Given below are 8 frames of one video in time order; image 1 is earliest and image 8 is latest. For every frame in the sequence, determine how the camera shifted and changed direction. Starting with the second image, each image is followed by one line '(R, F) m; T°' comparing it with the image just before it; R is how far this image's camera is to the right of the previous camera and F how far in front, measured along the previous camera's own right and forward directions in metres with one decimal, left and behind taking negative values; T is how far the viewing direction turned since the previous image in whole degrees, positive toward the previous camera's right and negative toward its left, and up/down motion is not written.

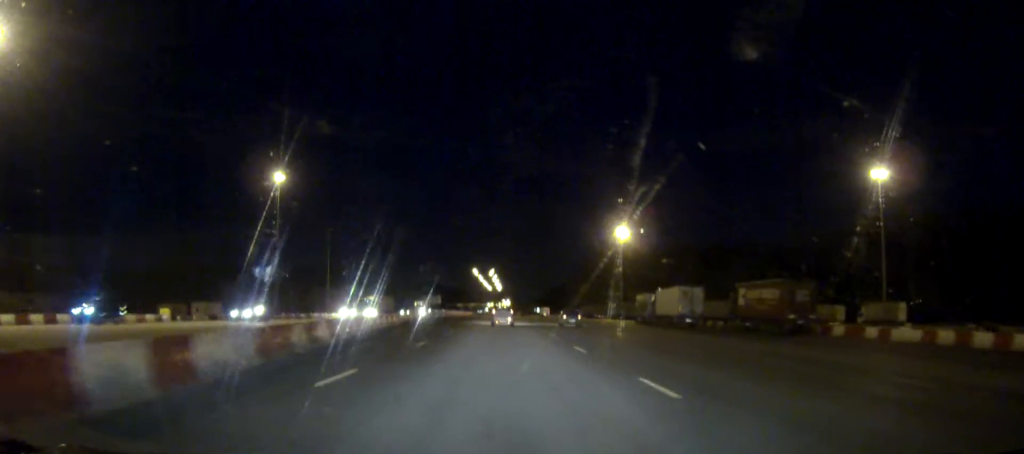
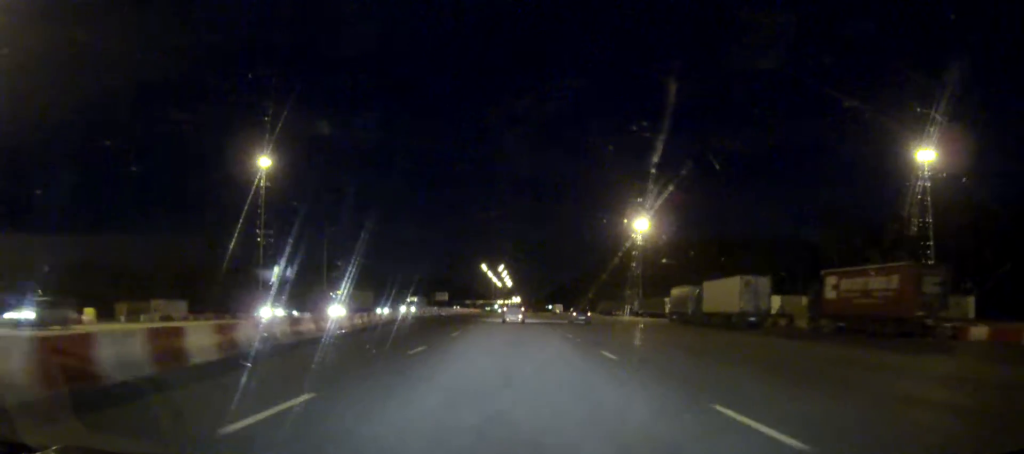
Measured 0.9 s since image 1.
(-0.1, +16.1) m; 0°
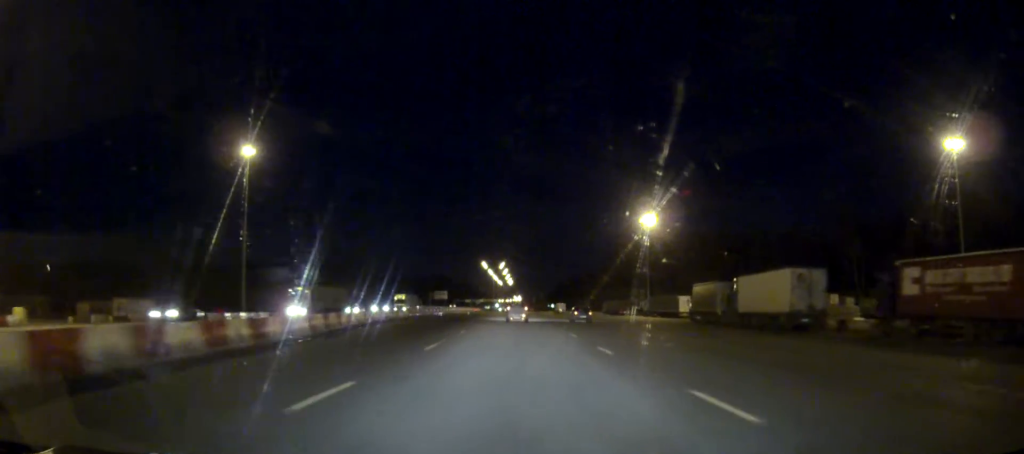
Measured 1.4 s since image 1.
(0.0, +10.3) m; 0°
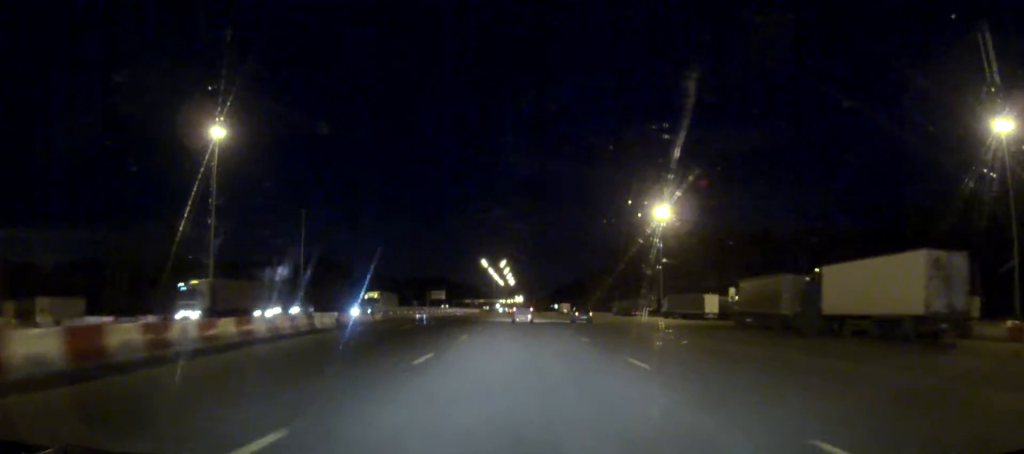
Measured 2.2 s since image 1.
(0.0, +16.5) m; 0°
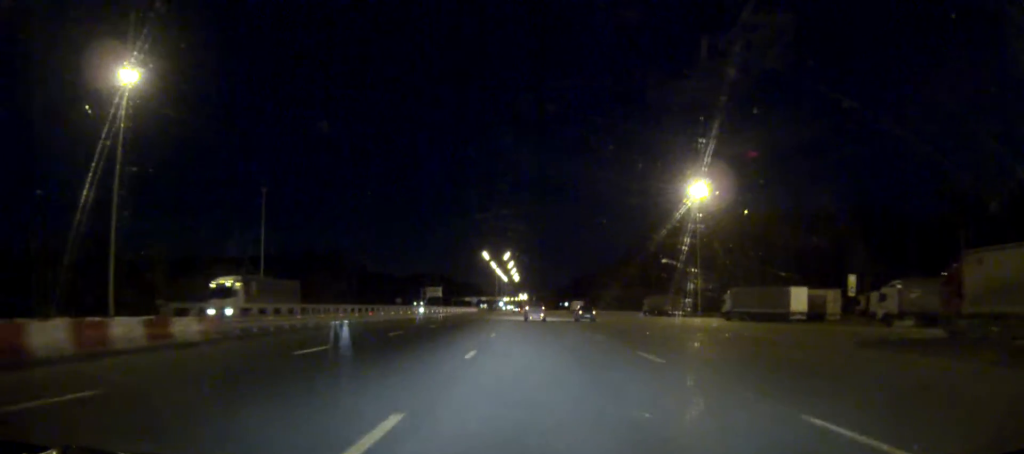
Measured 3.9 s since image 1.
(-0.2, +34.7) m; 0°
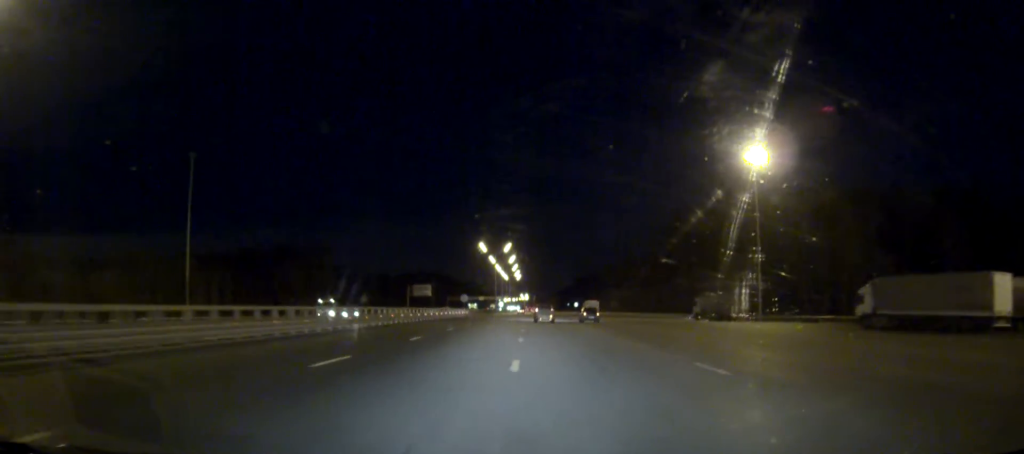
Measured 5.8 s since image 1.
(-0.1, +38.9) m; 0°
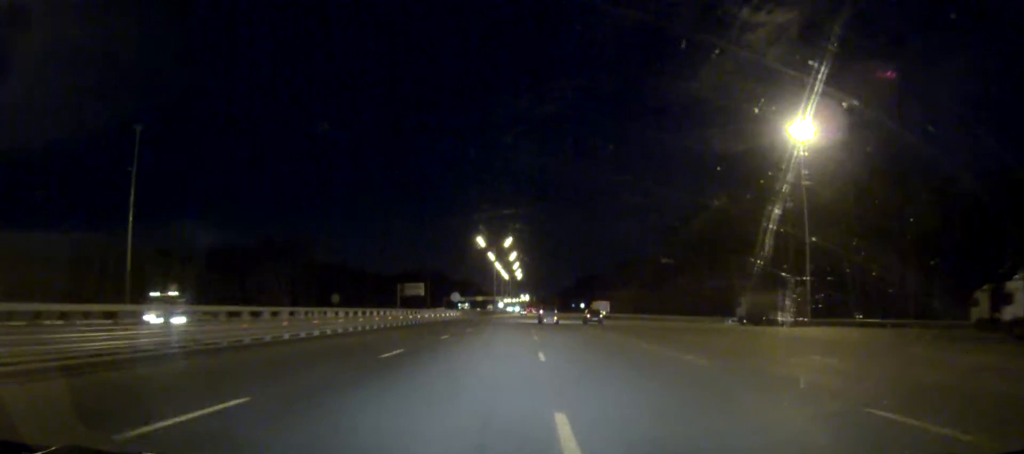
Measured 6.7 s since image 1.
(0.0, +20.6) m; 0°
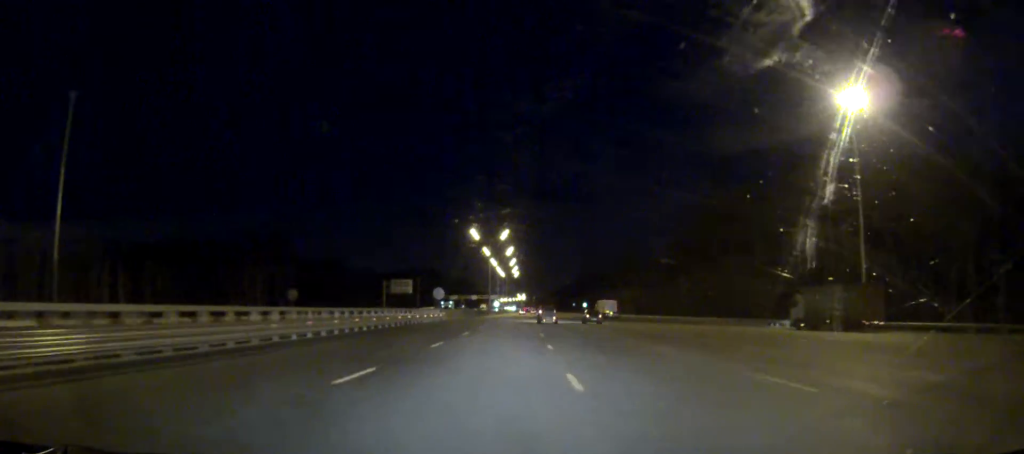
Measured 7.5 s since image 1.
(0.0, +18.3) m; 0°
